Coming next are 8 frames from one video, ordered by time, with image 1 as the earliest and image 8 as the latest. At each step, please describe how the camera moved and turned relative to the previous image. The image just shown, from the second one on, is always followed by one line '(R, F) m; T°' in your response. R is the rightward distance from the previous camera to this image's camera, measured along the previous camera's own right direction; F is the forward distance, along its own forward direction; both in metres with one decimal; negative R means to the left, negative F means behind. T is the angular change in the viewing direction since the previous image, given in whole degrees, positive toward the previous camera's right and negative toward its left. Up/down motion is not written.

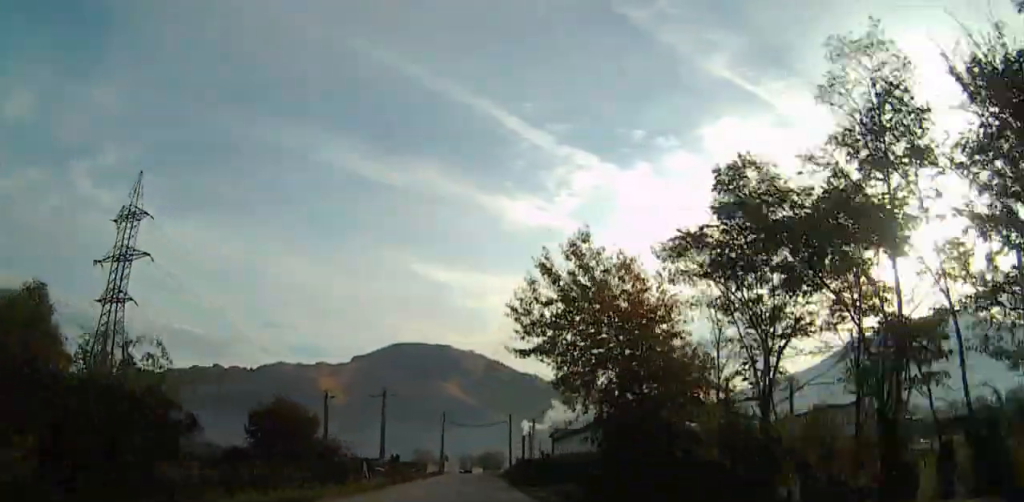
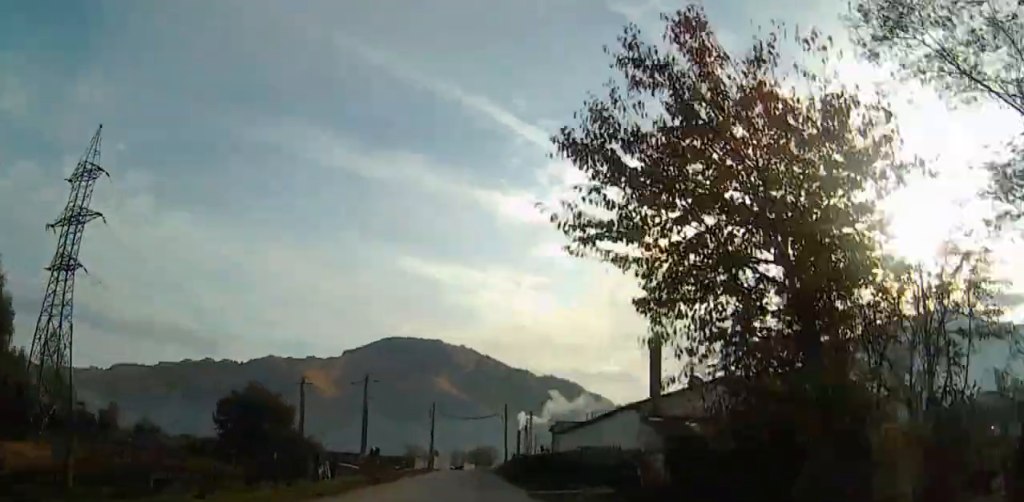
(0.0, +9.5) m; +1°
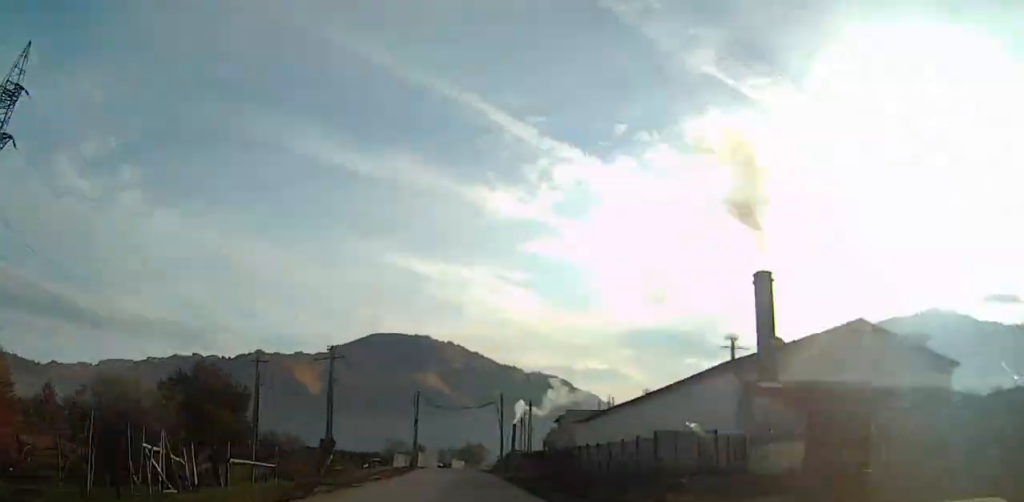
(-0.1, +14.7) m; +2°
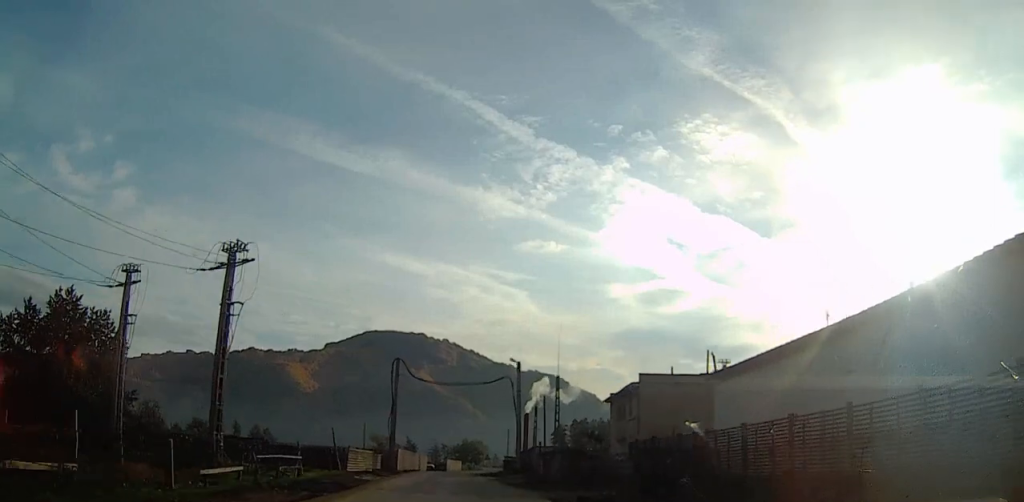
(+1.3, +27.7) m; +3°
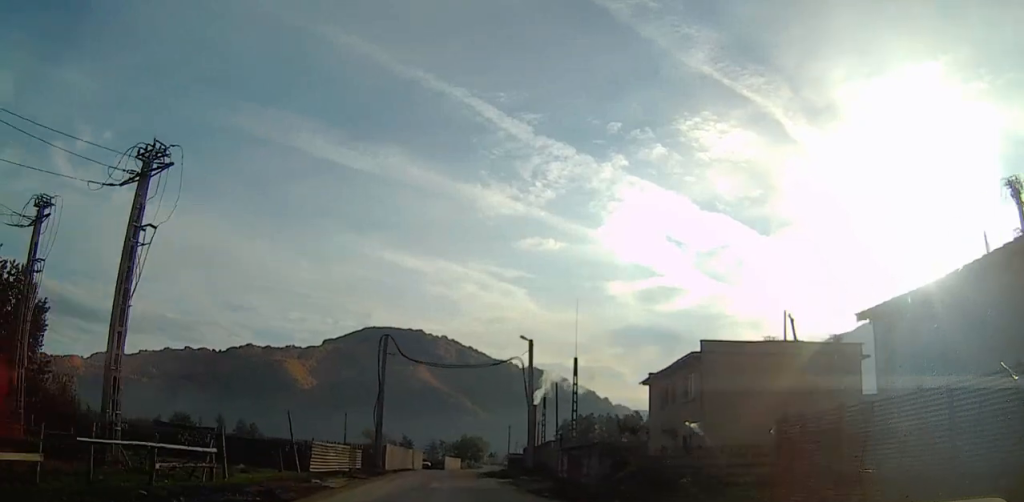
(0.0, +10.3) m; 0°
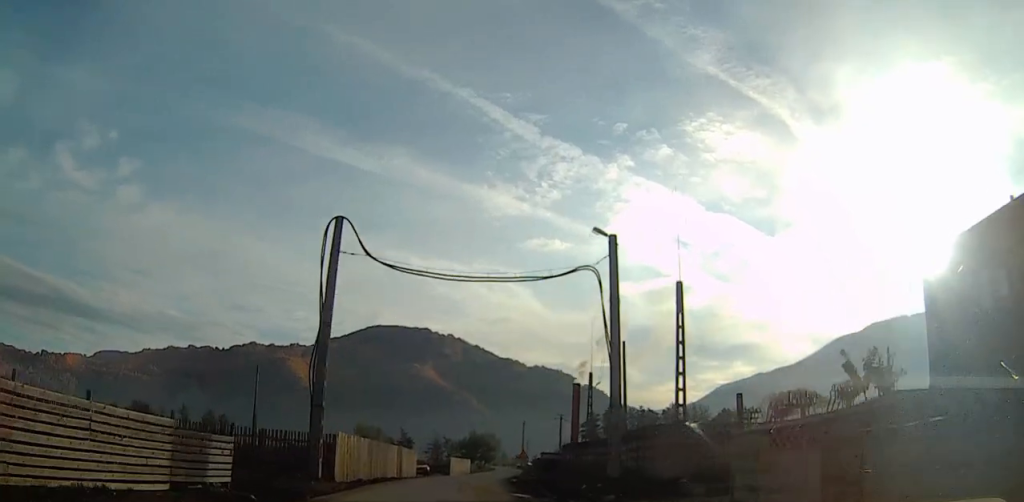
(0.0, +25.8) m; 0°
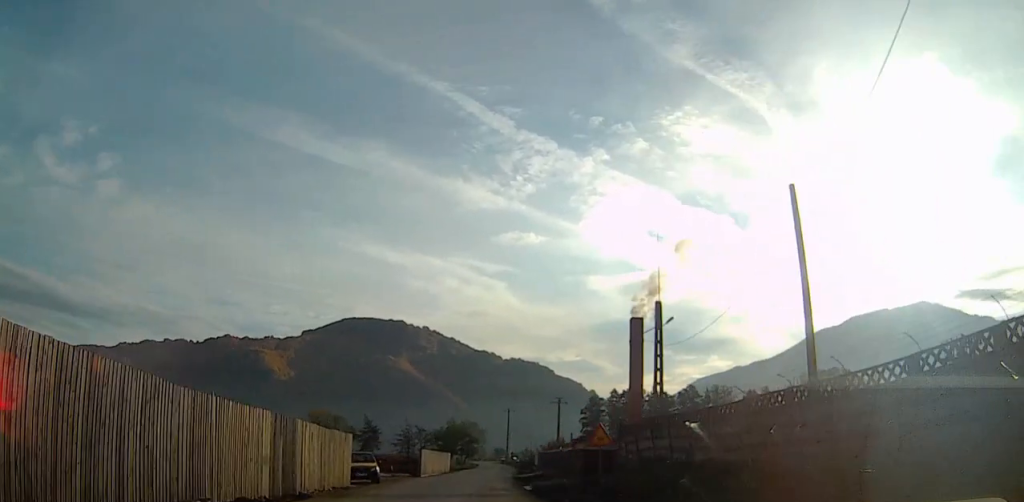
(0.0, +27.5) m; -2°
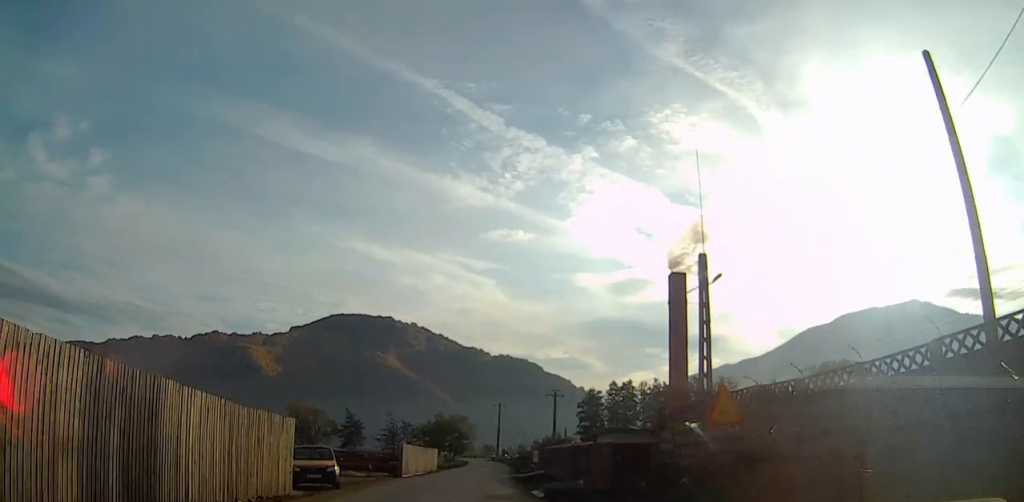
(-0.1, +8.8) m; 0°
